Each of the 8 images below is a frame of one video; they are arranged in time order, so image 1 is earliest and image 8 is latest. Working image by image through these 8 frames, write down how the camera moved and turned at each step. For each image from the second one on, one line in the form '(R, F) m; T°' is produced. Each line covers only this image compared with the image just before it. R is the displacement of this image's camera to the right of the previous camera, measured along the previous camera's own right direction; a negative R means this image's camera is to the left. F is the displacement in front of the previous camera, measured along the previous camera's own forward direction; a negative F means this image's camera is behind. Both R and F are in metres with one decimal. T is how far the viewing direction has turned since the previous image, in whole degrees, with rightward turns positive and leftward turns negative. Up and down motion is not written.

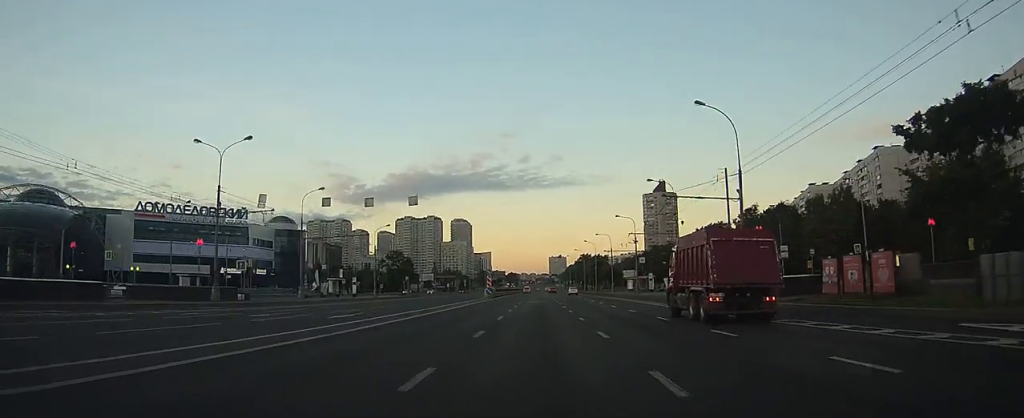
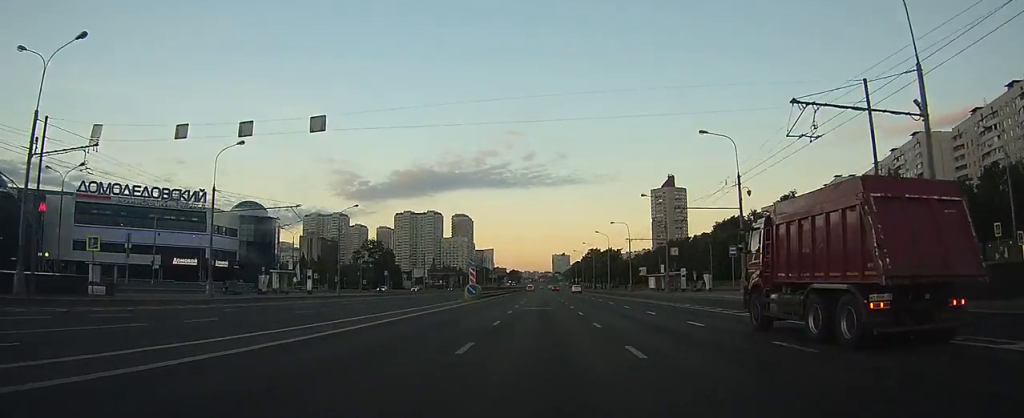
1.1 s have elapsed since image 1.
(0.0, +19.7) m; 0°
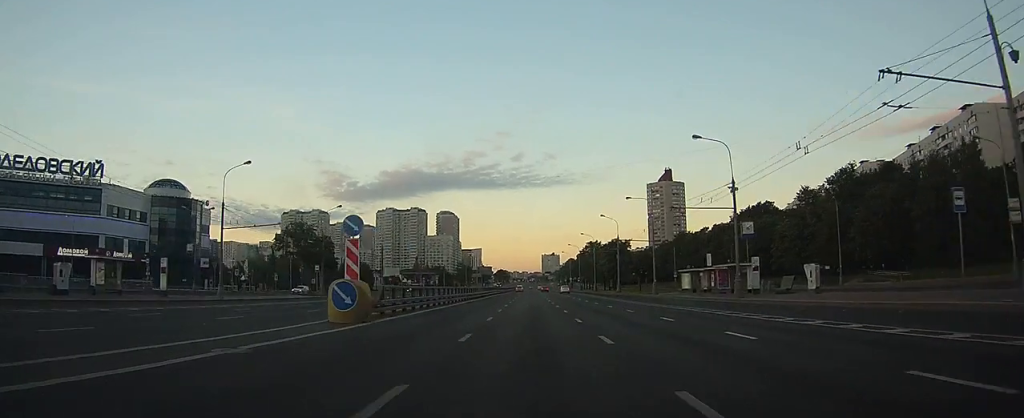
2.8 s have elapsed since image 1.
(-0.3, +28.8) m; -1°
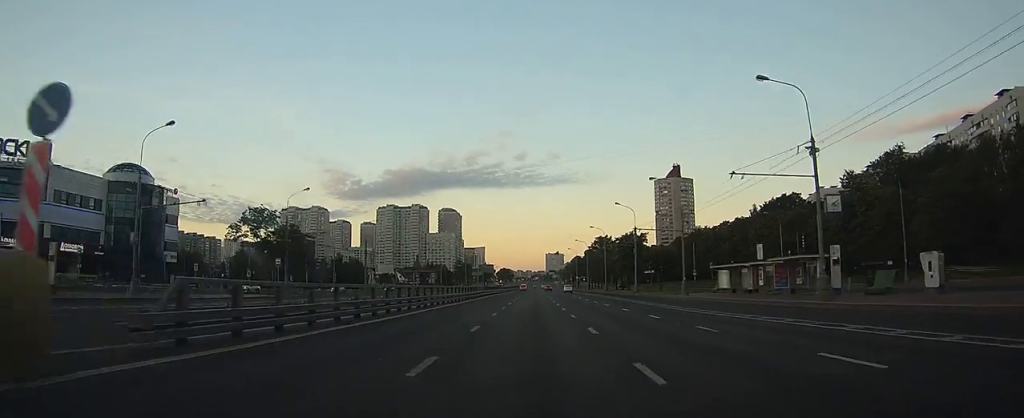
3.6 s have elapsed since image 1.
(0.0, +13.1) m; 0°
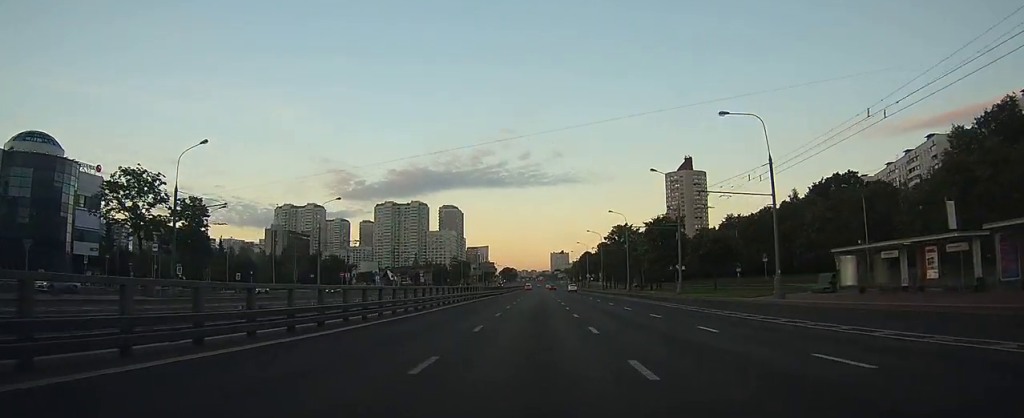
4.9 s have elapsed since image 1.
(+0.1, +23.4) m; 0°
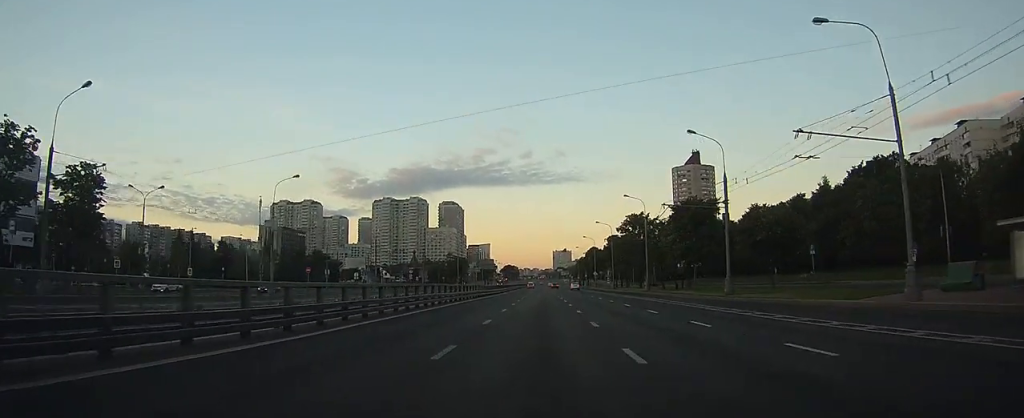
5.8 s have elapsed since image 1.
(0.0, +14.3) m; 0°
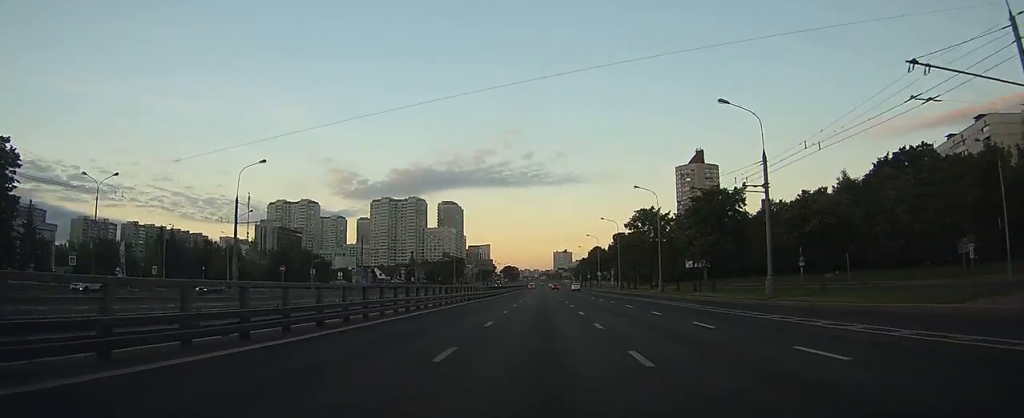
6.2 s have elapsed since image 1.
(0.0, +8.1) m; 0°
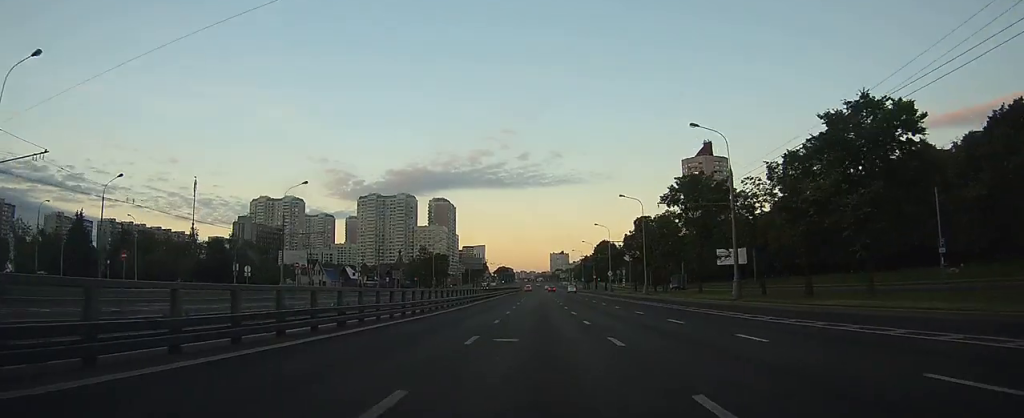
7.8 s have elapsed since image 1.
(0.0, +28.1) m; 0°
